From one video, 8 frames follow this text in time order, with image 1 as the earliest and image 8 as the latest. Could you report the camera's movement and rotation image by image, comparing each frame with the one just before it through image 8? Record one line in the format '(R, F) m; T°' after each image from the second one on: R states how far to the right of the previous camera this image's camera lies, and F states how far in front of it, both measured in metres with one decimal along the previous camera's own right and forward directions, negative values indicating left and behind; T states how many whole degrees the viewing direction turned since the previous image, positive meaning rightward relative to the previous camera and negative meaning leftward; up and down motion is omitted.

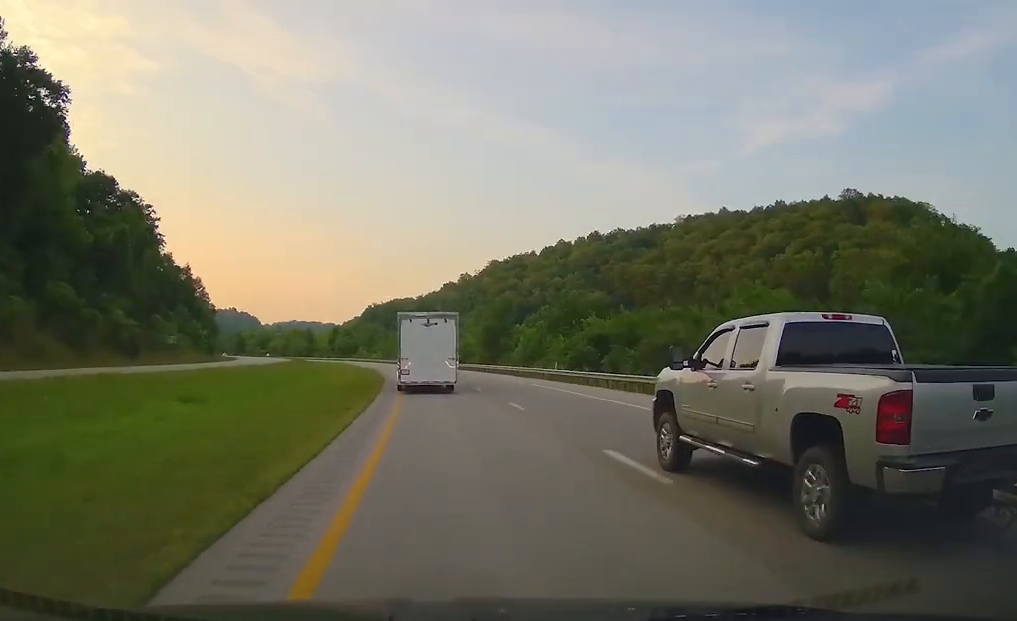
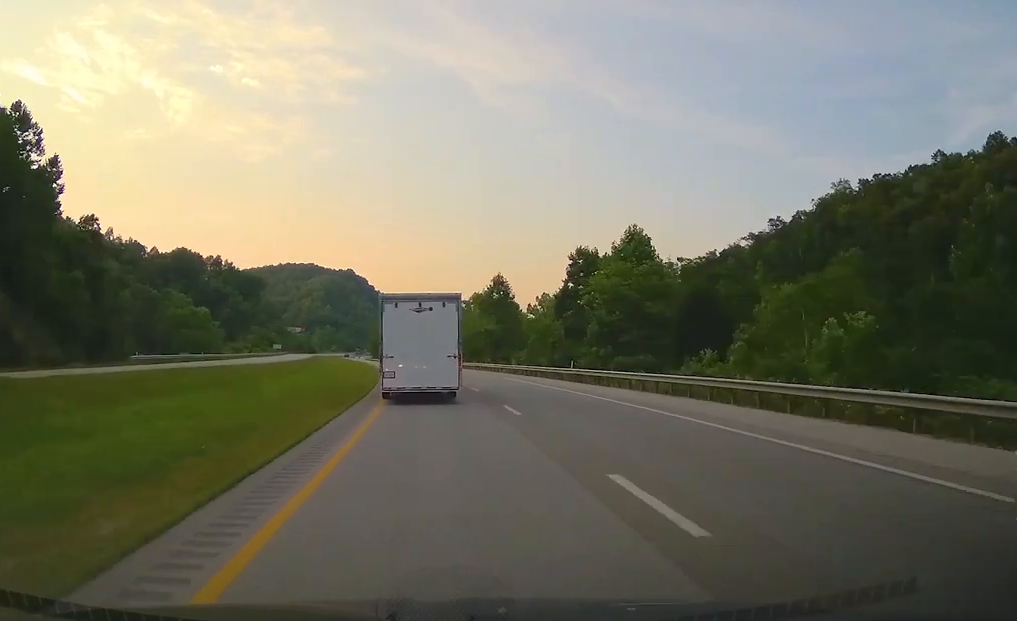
(-32.9, +231.5) m; -19°
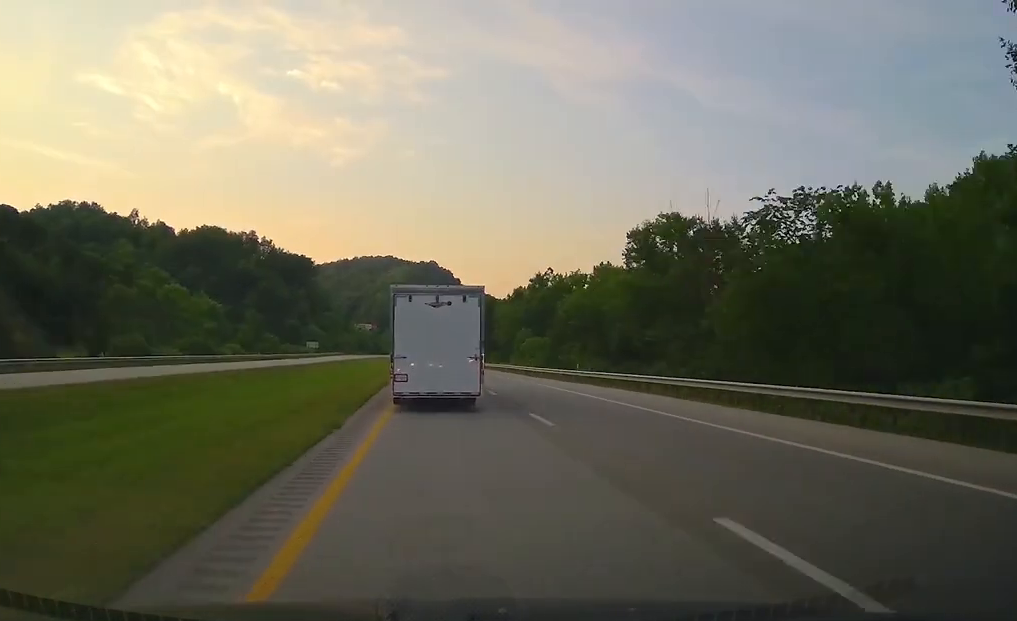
(-9.9, +92.1) m; -5°
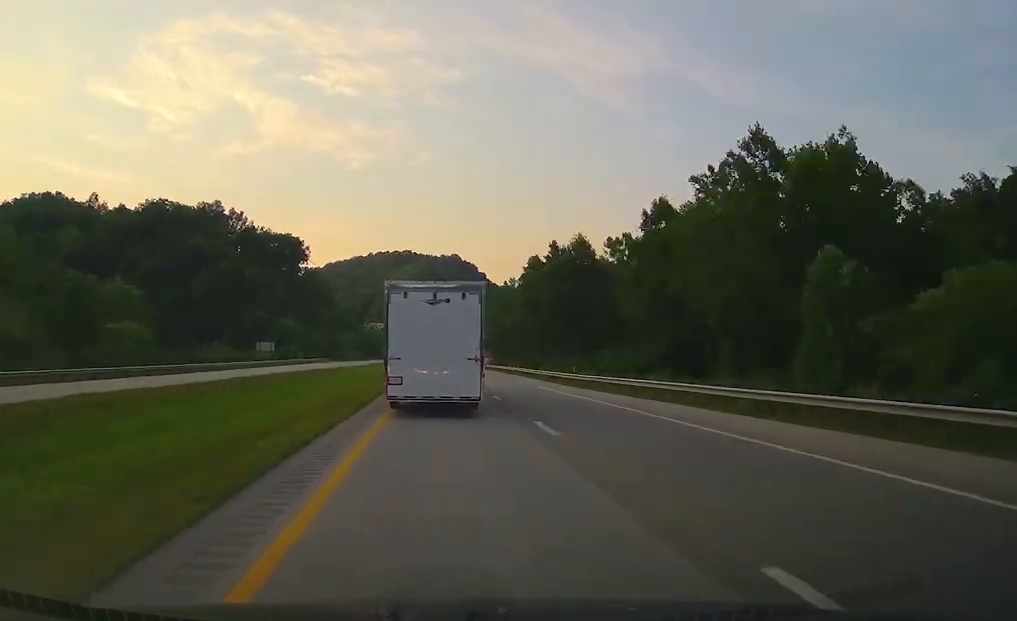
(-3.4, +76.8) m; -2°
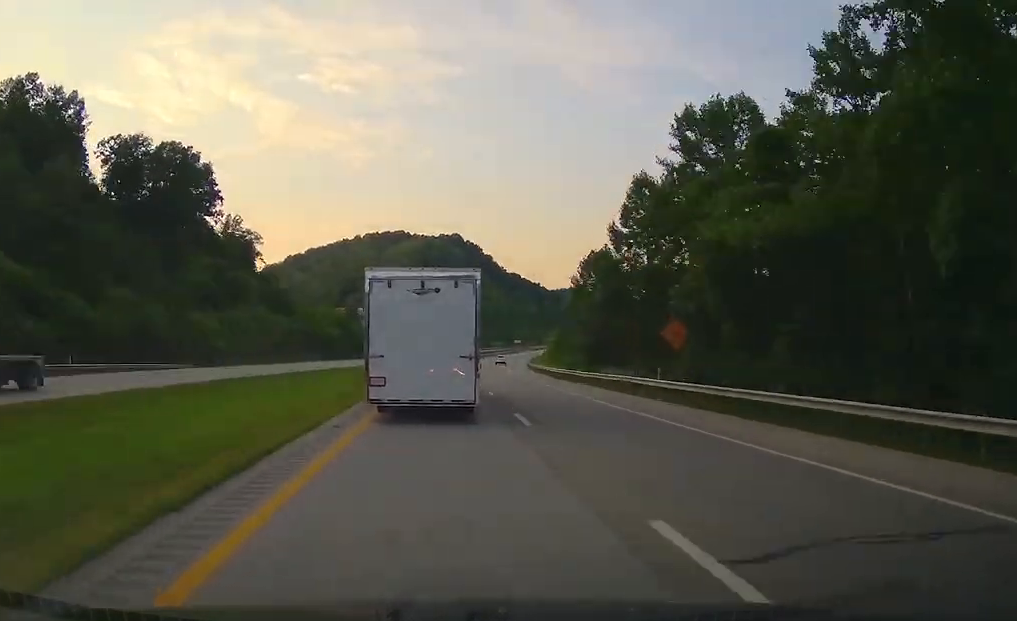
(-2.1, +108.8) m; +2°
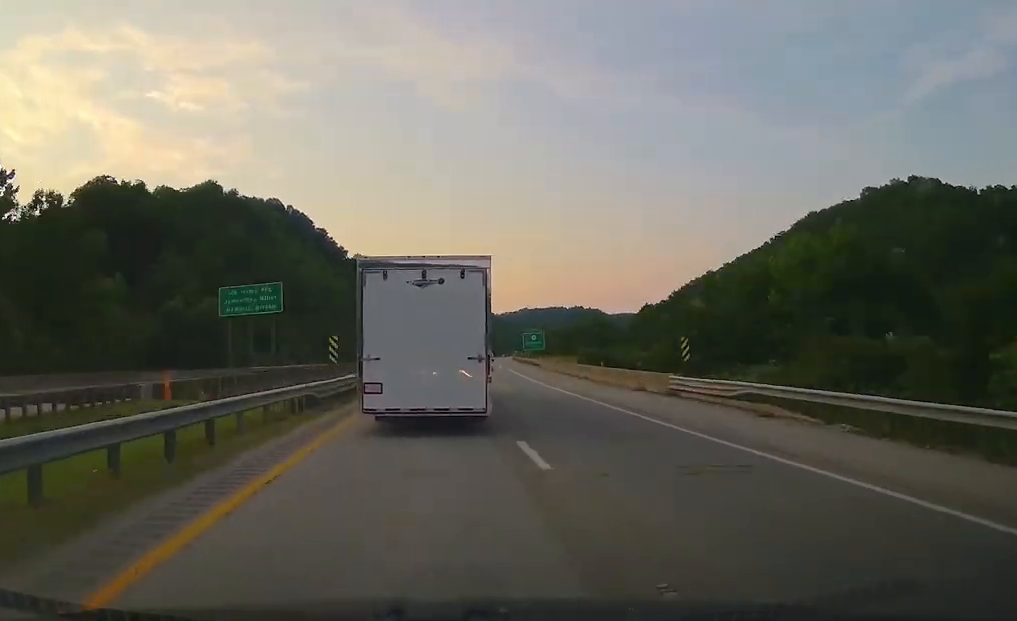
(+19.5, +186.7) m; +10°
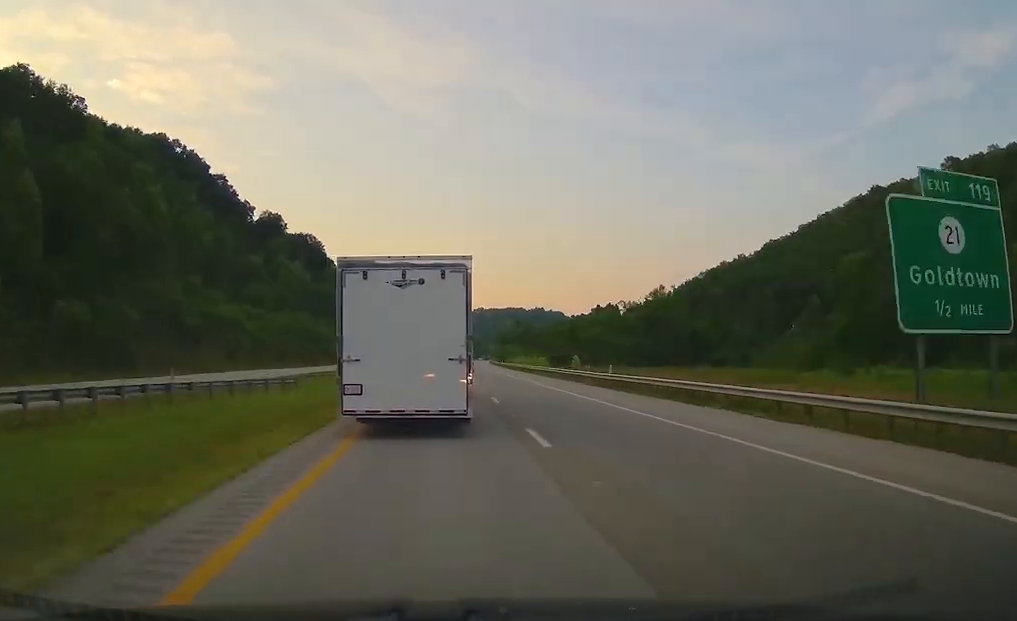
(+5.8, +126.0) m; +4°
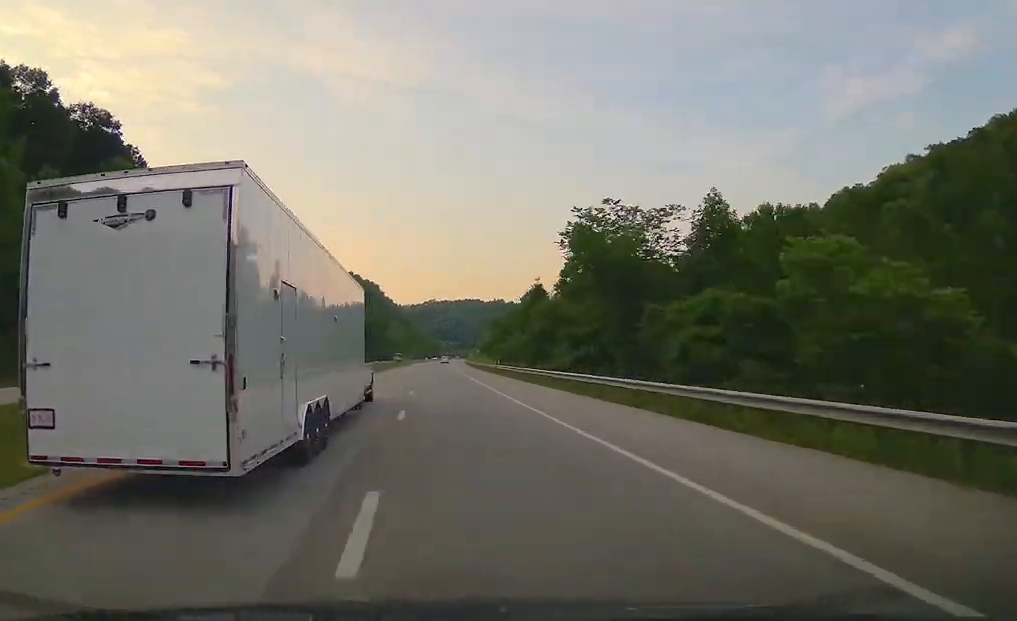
(+7.0, +191.5) m; +4°
